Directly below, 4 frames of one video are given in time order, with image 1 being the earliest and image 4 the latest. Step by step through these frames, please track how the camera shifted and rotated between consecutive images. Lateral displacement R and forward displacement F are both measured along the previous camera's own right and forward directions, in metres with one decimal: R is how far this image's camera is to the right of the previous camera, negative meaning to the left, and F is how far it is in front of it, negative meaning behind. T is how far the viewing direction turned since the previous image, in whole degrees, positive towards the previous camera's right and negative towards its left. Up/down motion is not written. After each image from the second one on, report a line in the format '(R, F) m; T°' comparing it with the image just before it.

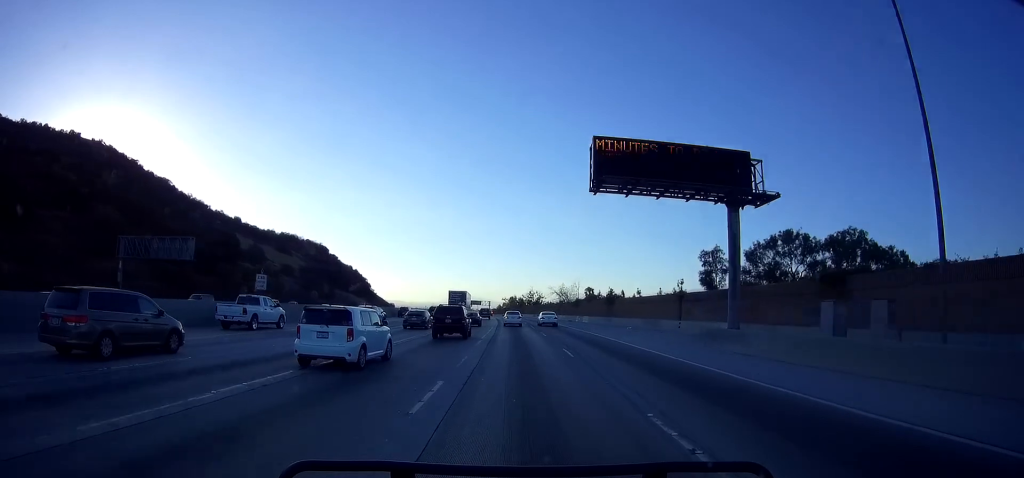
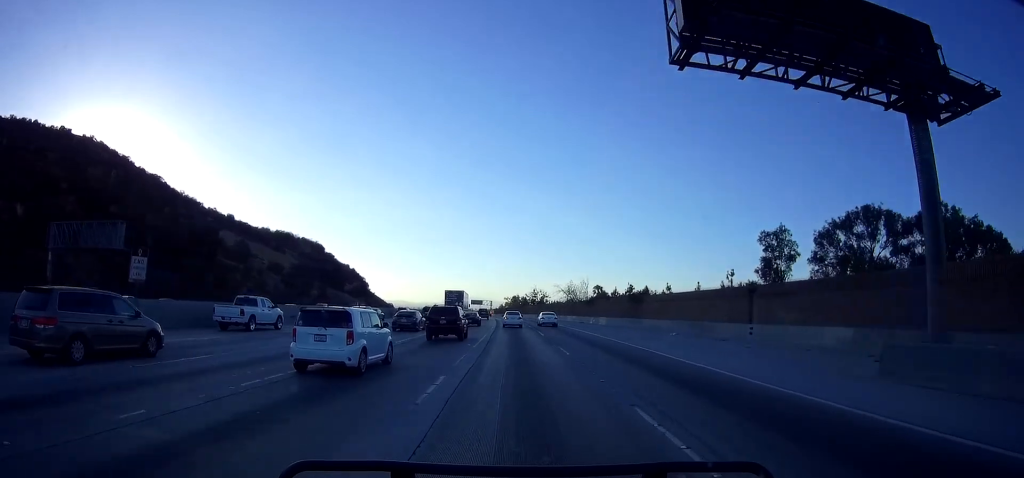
(-0.1, +13.6) m; -1°
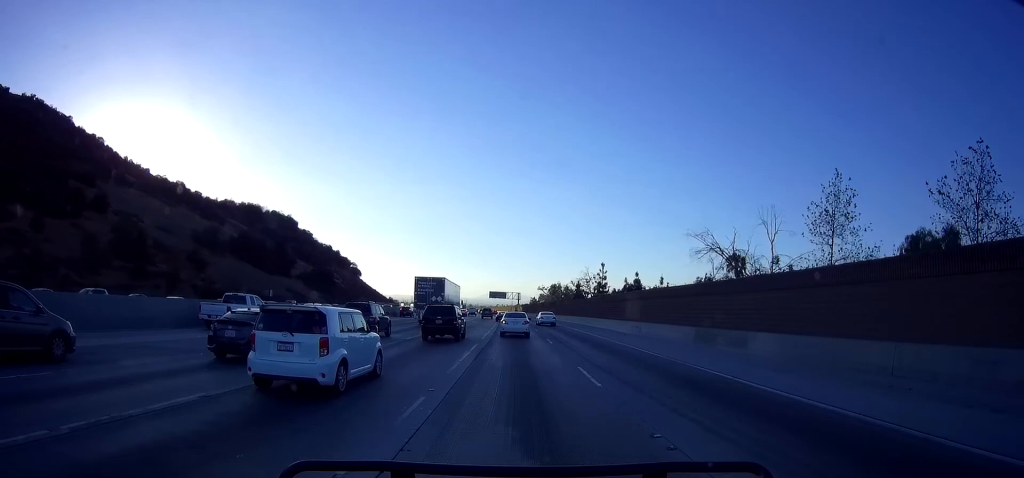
(-3.1, +94.6) m; -2°
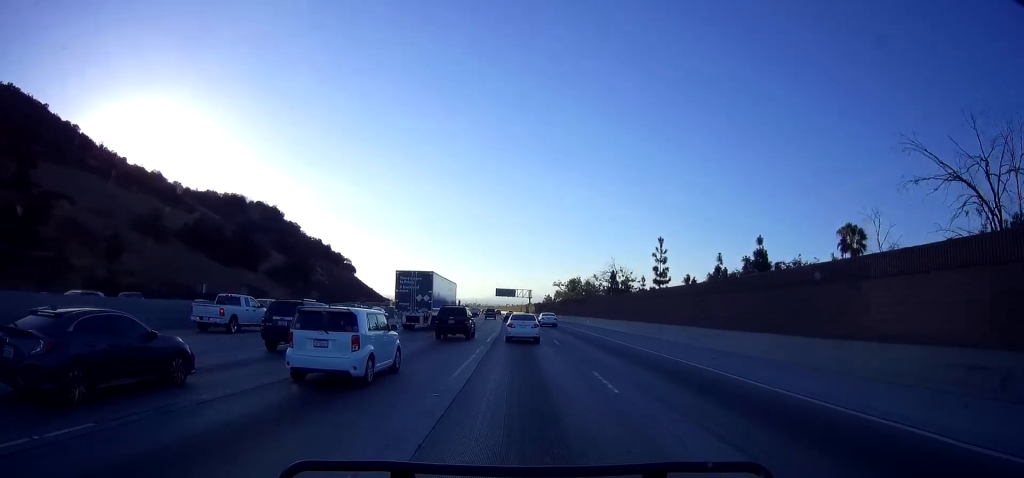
(-0.2, +29.5) m; -1°
